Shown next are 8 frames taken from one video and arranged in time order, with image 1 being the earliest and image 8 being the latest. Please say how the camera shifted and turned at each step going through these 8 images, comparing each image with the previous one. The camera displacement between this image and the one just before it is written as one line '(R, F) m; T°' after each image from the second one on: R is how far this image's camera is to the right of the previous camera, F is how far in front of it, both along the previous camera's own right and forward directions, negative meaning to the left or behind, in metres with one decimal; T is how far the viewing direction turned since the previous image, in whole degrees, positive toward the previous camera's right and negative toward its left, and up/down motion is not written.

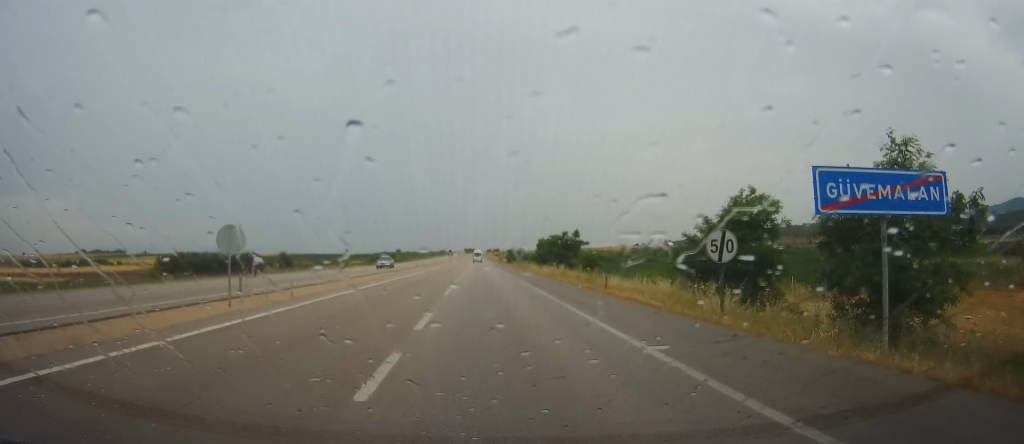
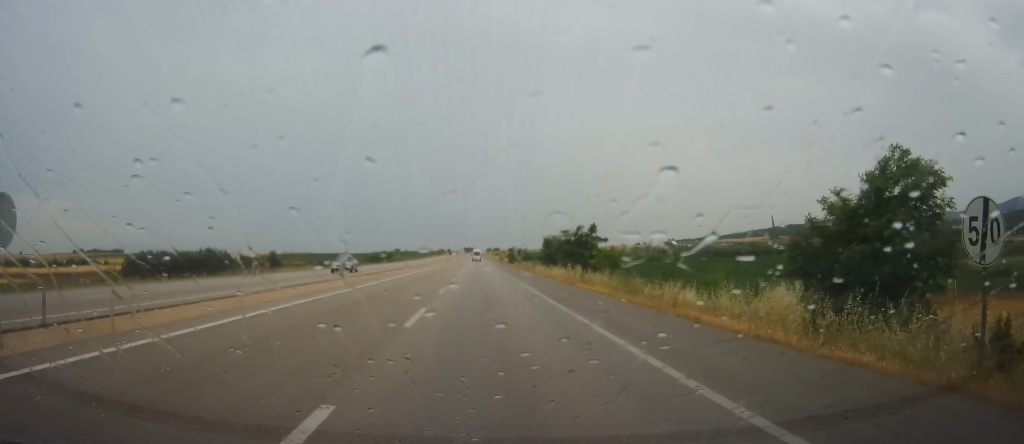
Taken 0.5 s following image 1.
(0.0, +11.5) m; 0°
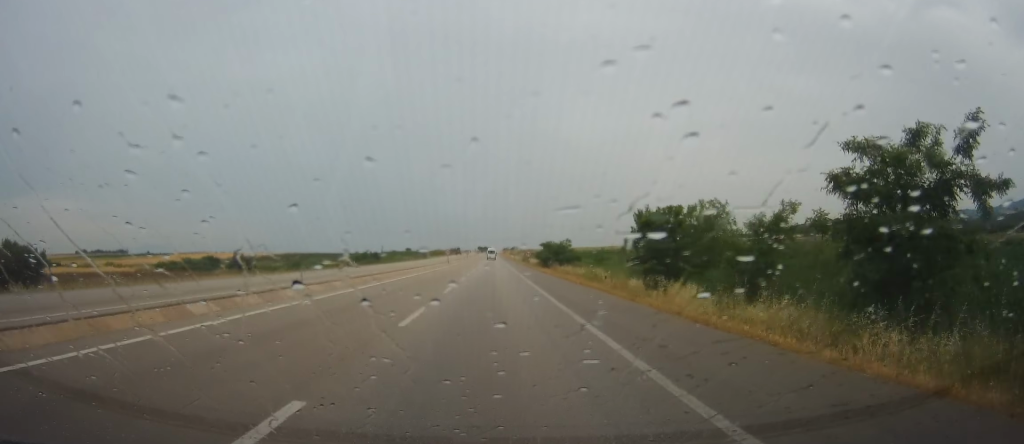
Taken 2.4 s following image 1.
(0.0, +46.0) m; -1°
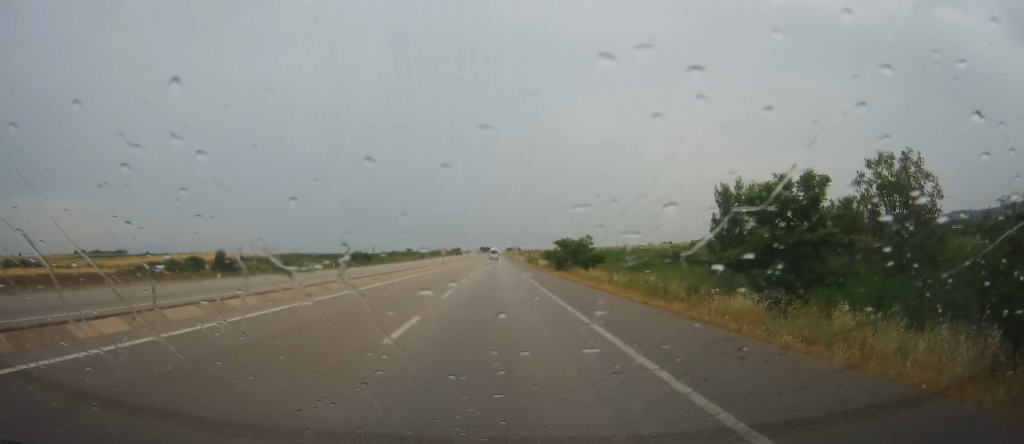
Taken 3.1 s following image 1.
(+0.1, +14.6) m; -1°
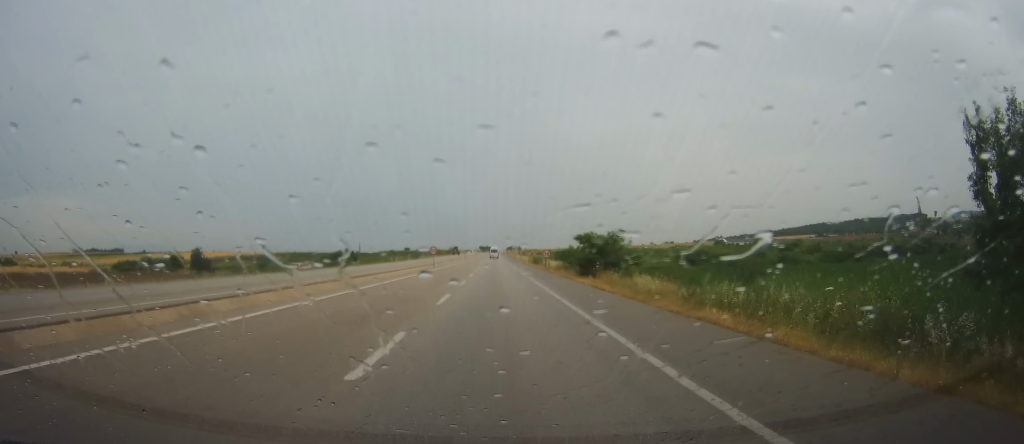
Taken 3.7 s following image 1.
(-0.4, +14.8) m; 0°
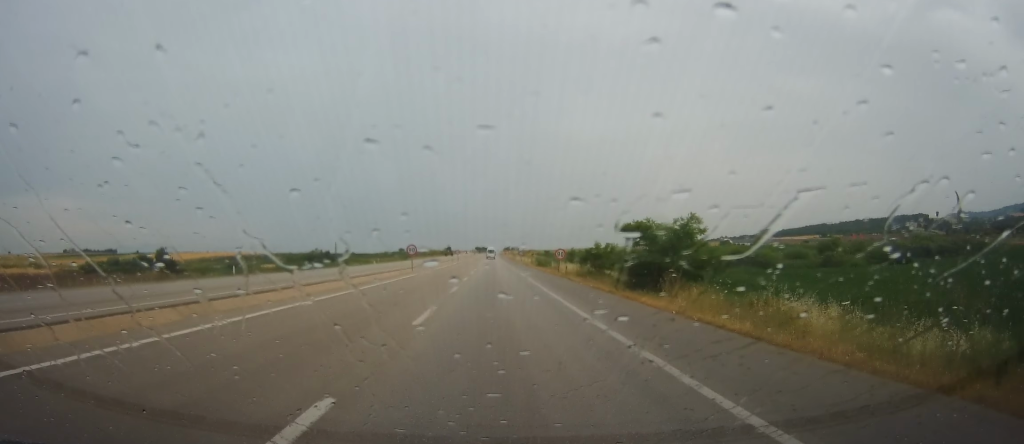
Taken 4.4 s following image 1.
(+0.1, +16.4) m; +1°
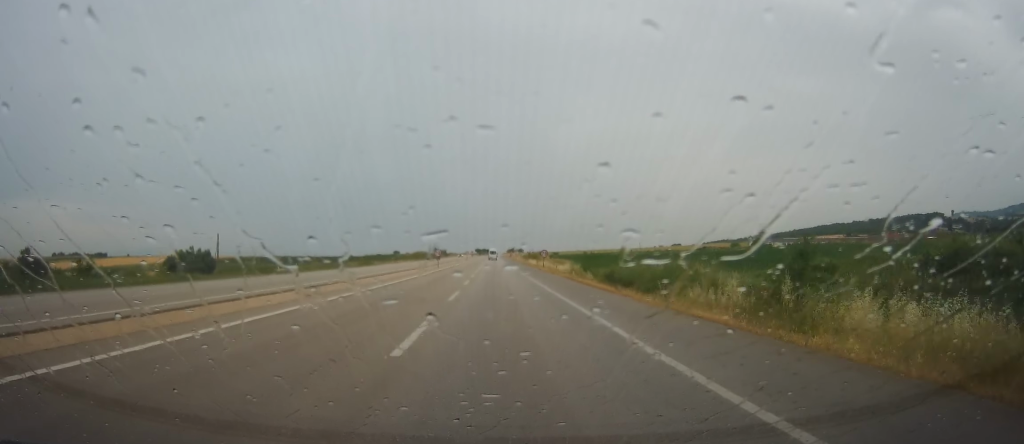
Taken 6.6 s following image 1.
(+0.7, +50.2) m; +1°
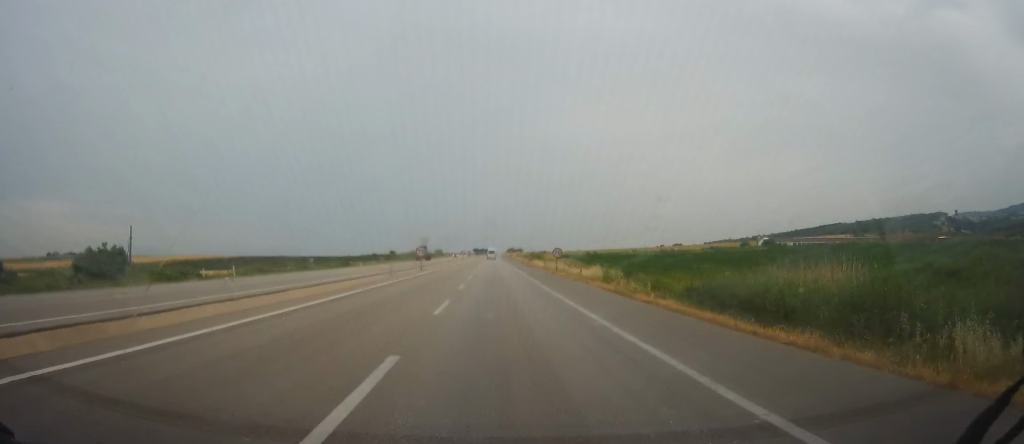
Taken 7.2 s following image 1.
(0.0, +16.2) m; 0°
